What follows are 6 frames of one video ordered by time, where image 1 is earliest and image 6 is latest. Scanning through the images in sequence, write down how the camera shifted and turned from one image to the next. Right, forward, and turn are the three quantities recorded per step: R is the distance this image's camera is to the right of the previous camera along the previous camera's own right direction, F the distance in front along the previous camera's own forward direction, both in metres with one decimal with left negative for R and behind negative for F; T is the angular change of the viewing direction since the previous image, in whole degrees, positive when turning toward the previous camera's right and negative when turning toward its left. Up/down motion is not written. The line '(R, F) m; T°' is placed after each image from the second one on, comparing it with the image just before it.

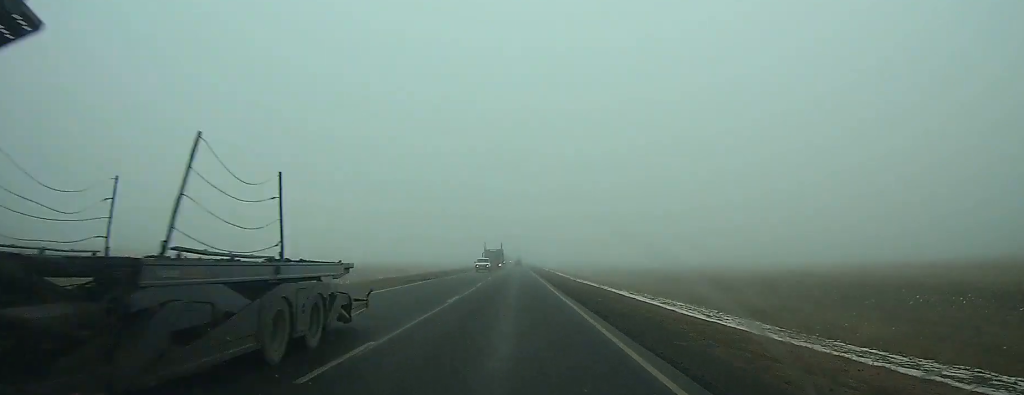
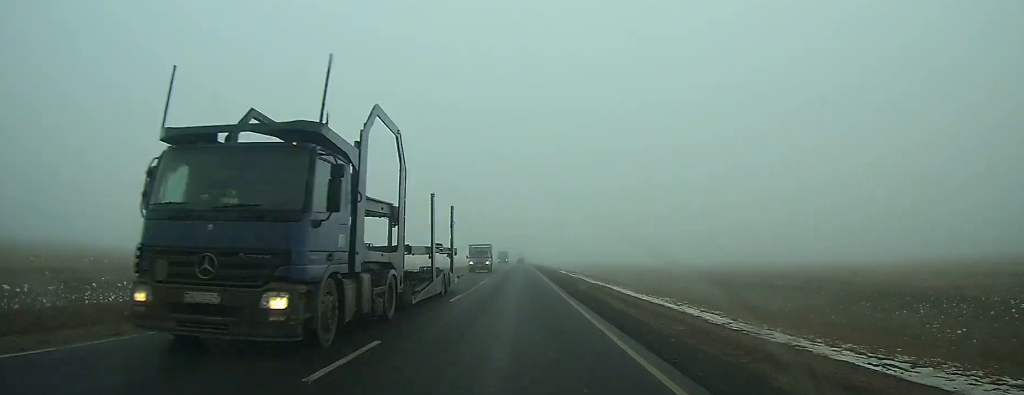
(0.0, +48.0) m; 0°
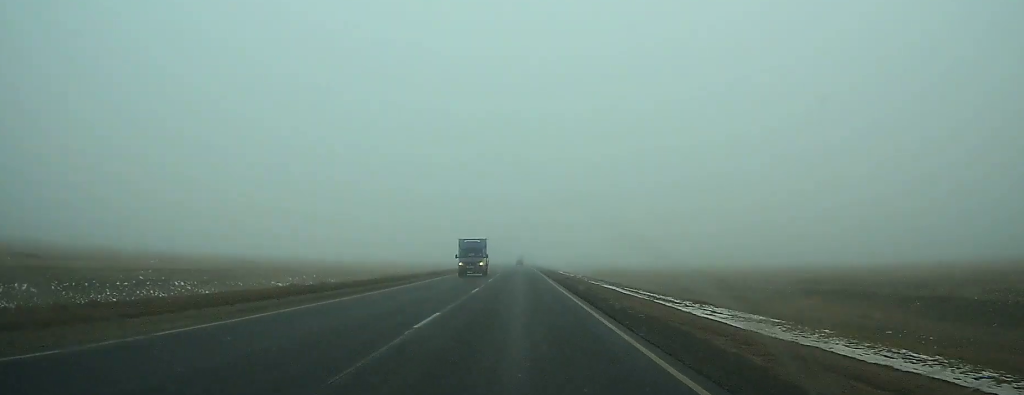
(-0.1, +43.8) m; 0°
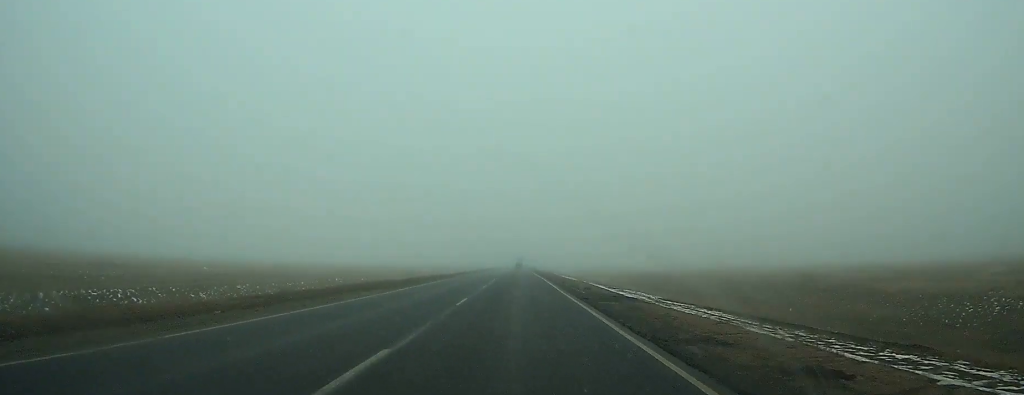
(0.0, +42.9) m; 0°
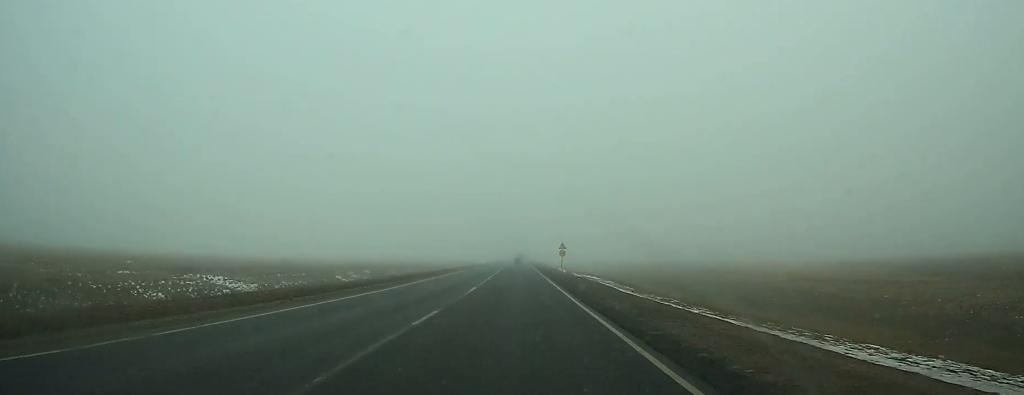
(+0.2, +120.2) m; 0°
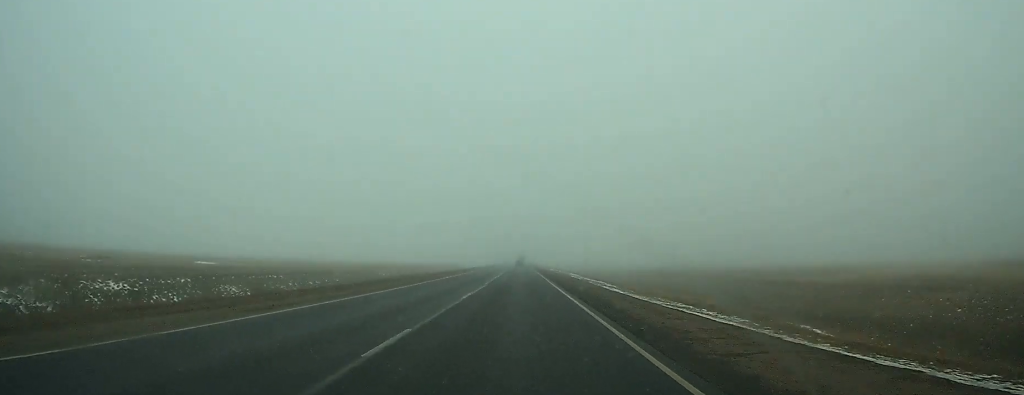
(-0.1, +64.5) m; 0°
